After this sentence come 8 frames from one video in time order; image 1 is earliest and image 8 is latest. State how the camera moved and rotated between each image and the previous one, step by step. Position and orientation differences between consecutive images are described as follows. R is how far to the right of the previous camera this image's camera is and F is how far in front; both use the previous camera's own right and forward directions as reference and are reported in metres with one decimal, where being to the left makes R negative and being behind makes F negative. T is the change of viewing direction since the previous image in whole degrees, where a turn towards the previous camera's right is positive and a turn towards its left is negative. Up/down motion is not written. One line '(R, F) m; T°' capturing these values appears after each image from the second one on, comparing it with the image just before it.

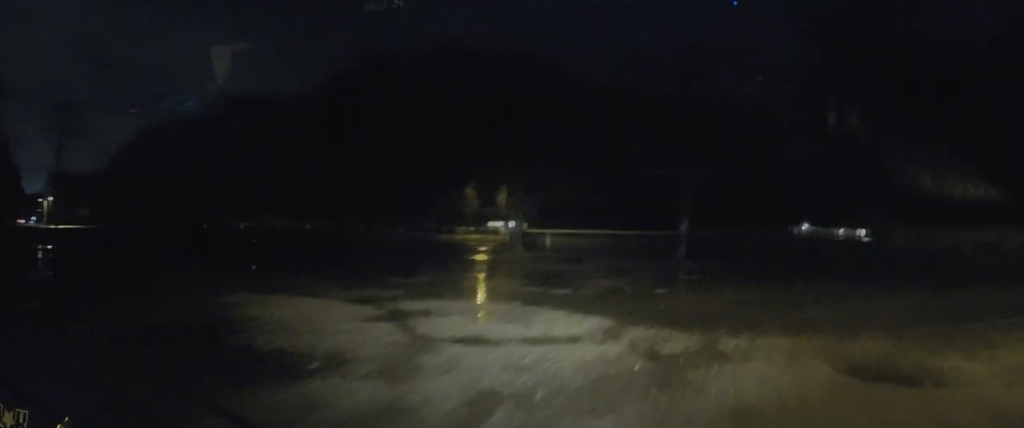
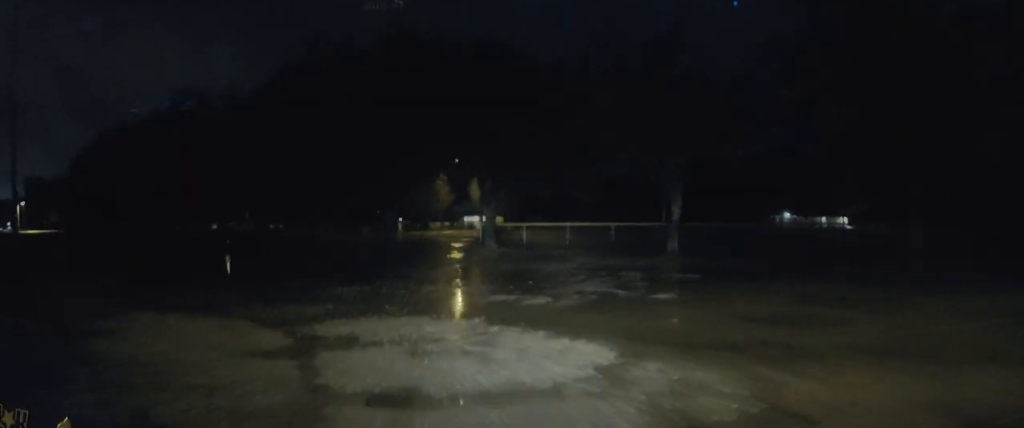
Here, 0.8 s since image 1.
(+0.4, +3.6) m; +12°
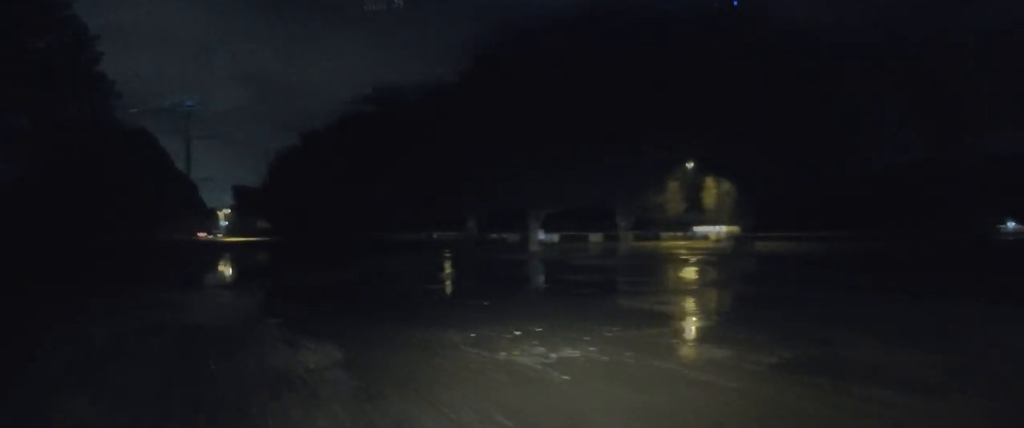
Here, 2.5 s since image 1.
(+0.3, +6.0) m; -6°
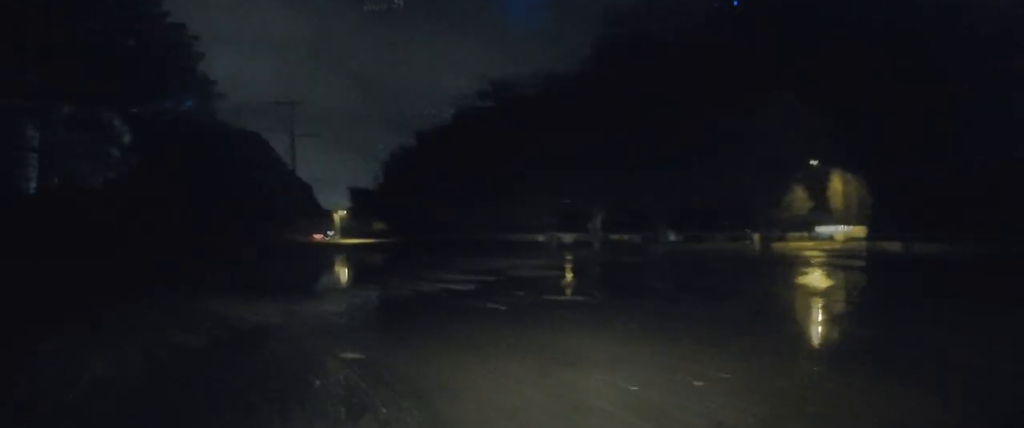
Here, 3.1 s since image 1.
(-0.1, +2.2) m; -9°
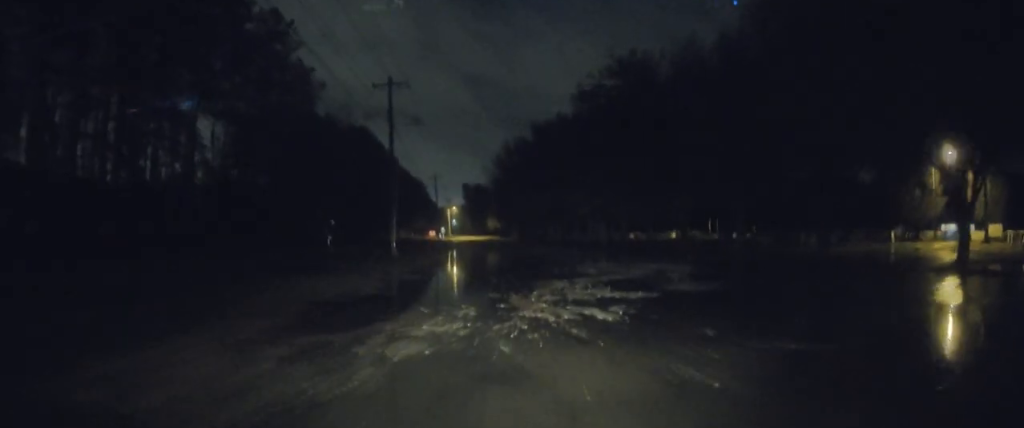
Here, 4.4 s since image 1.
(-0.9, +5.2) m; -14°
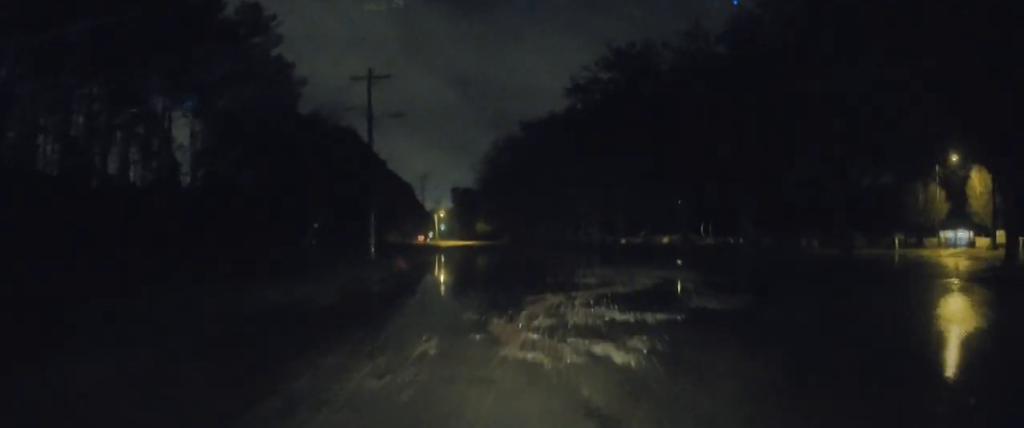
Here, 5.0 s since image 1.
(-0.1, +2.7) m; -2°
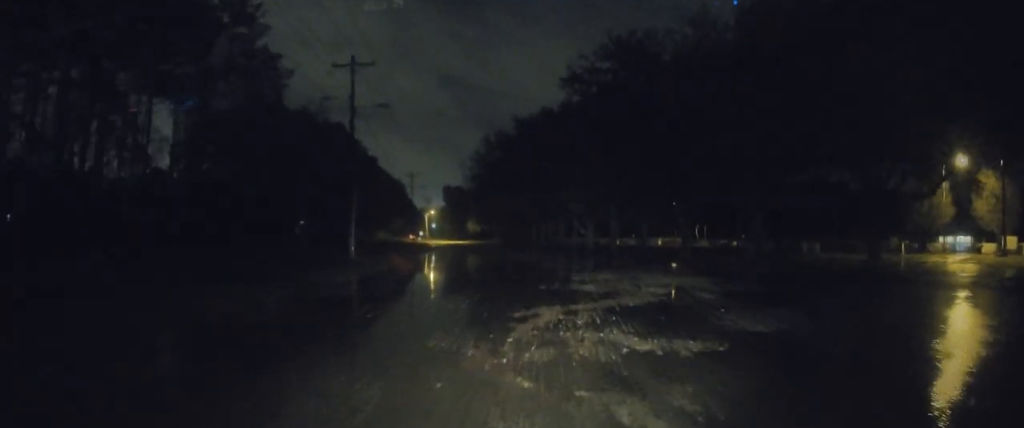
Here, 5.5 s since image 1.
(+0.1, +2.6) m; 0°
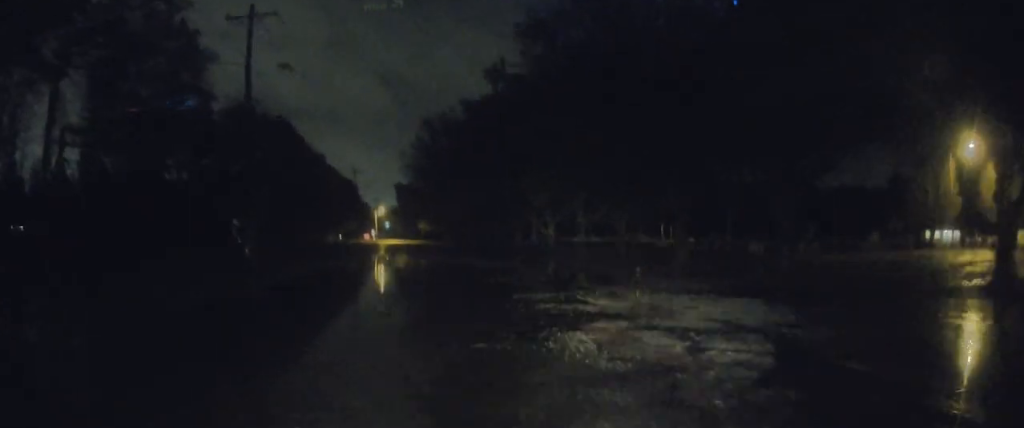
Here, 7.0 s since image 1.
(+0.1, +8.1) m; +5°
